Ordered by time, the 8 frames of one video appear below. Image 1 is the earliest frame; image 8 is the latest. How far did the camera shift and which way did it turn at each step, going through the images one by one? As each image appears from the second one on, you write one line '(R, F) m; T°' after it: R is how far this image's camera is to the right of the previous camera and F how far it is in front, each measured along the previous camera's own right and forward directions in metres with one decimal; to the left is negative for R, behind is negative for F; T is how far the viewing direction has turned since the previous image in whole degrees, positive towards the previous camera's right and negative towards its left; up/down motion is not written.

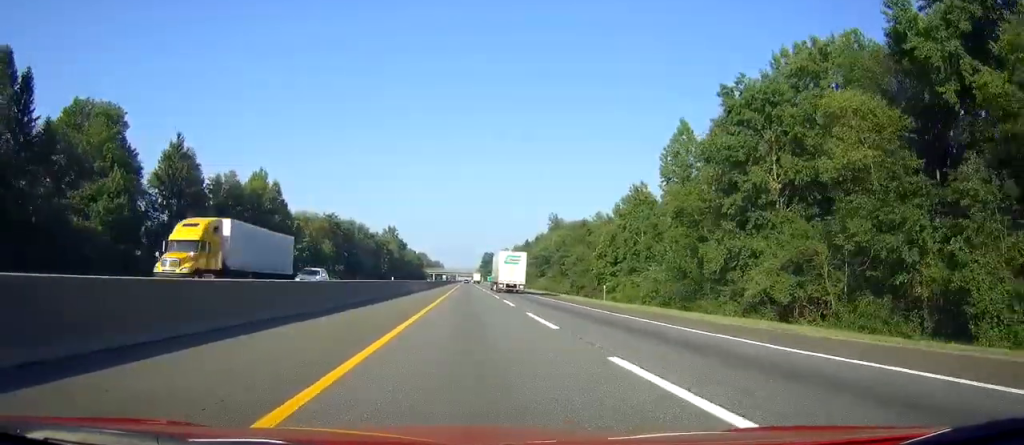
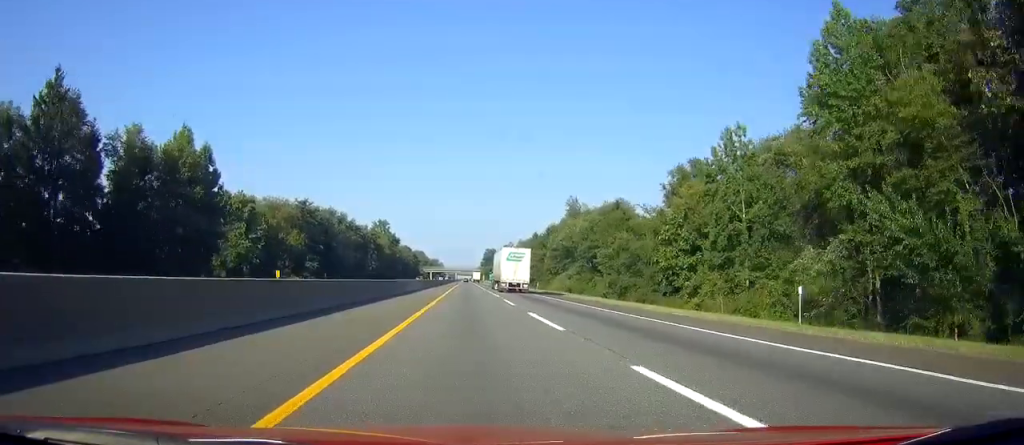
(+0.1, +31.7) m; 0°
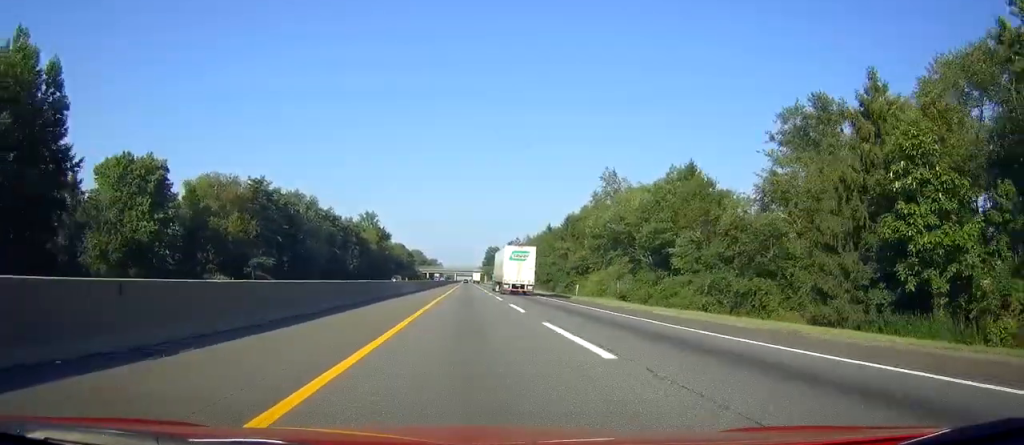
(-0.1, +36.3) m; 0°
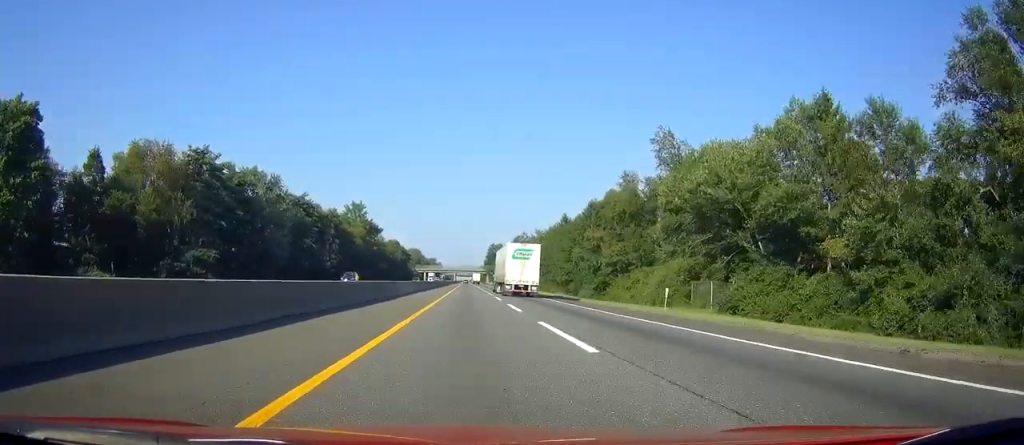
(-0.1, +29.5) m; 0°
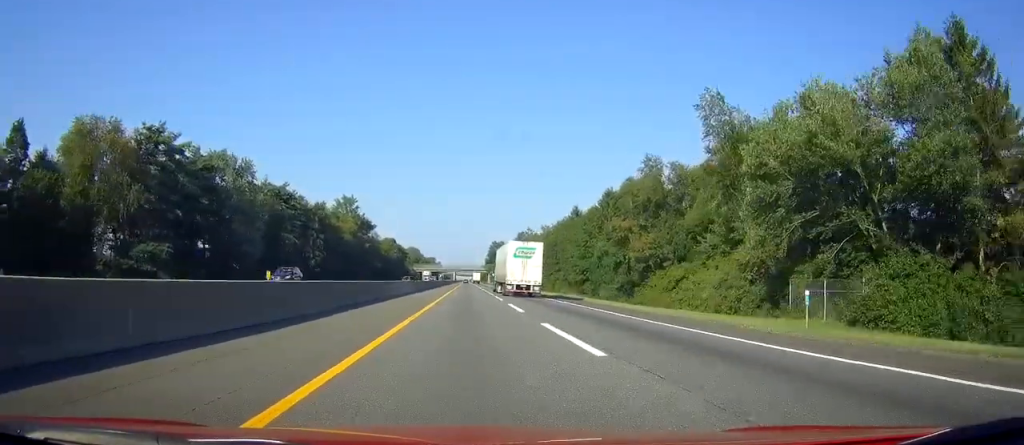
(0.0, +15.9) m; 0°
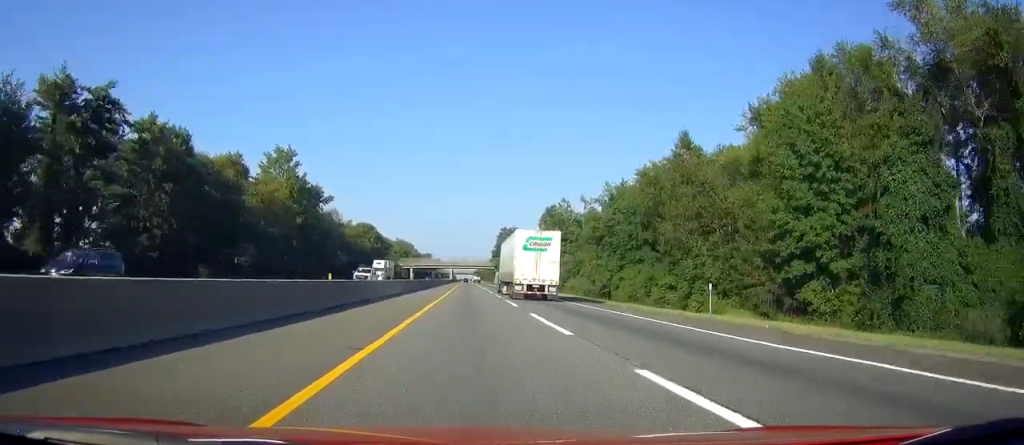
(-0.2, +72.4) m; -1°
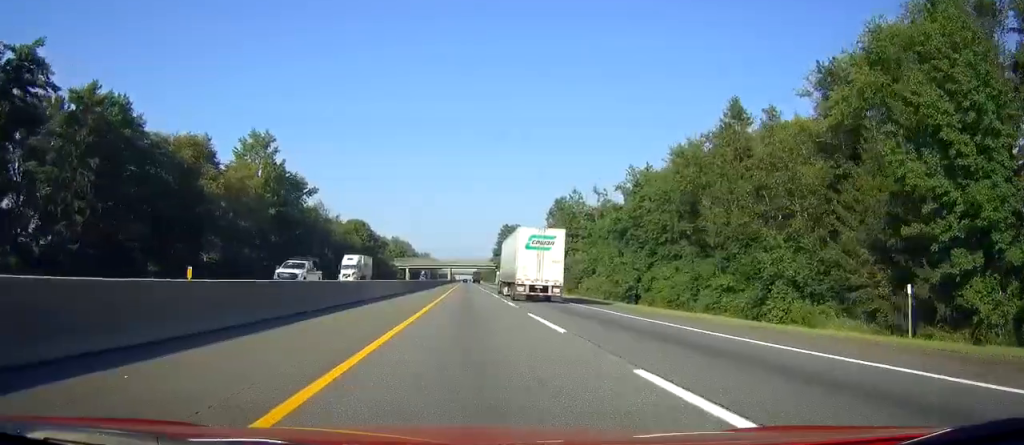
(0.0, +14.7) m; 0°
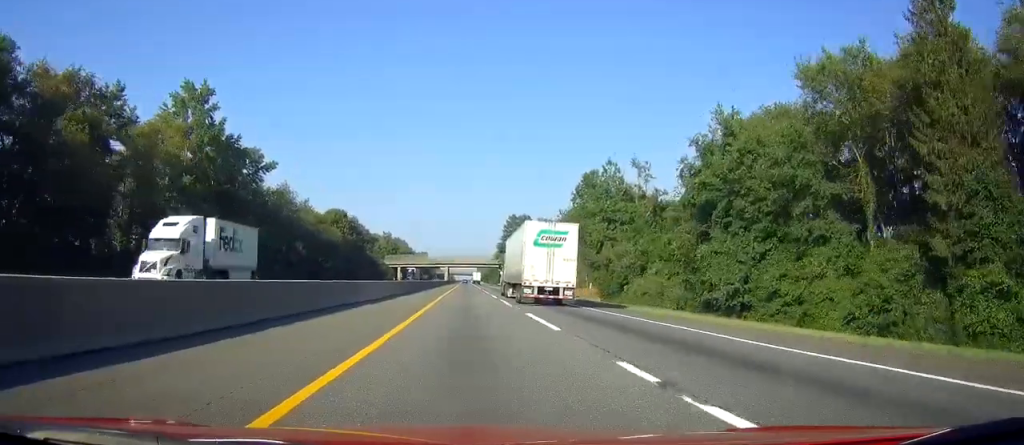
(-0.1, +29.3) m; 0°
